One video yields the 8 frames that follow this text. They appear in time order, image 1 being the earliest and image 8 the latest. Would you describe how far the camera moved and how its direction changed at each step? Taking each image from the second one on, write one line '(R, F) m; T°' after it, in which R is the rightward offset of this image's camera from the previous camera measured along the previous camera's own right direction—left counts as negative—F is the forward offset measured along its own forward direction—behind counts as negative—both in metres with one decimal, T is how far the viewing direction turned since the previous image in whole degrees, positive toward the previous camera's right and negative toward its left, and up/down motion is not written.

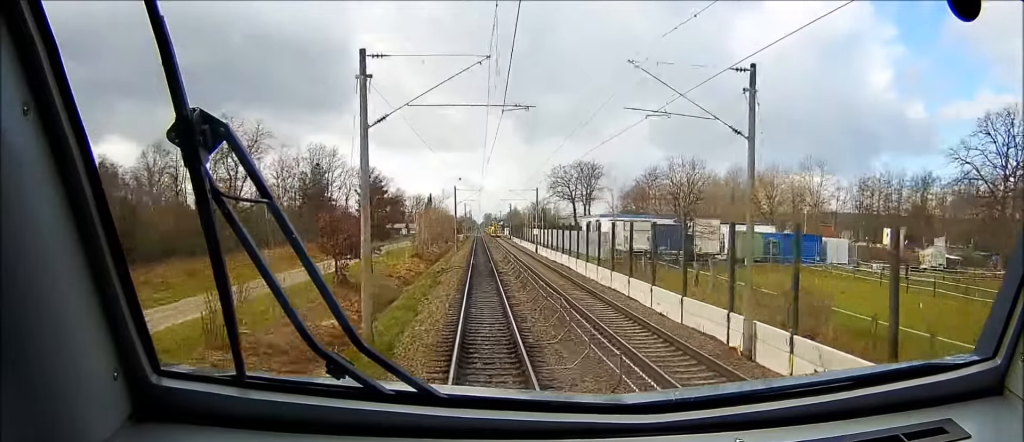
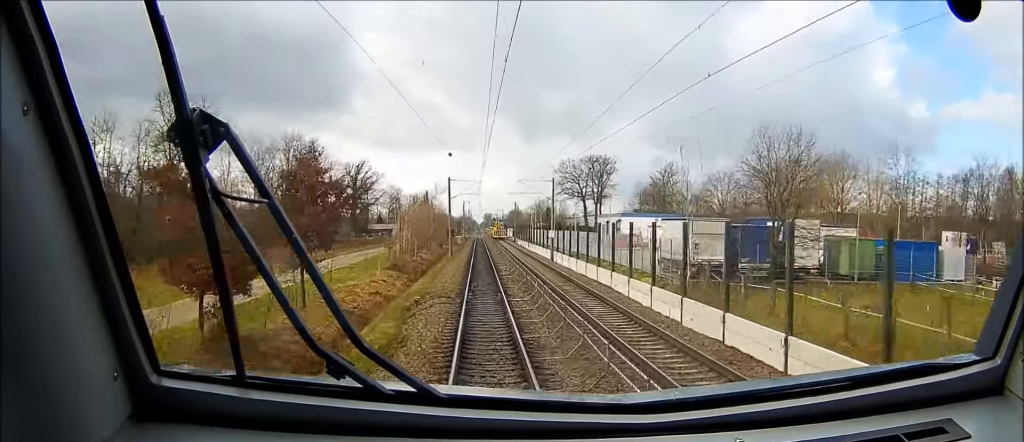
(0.0, +20.0) m; +1°
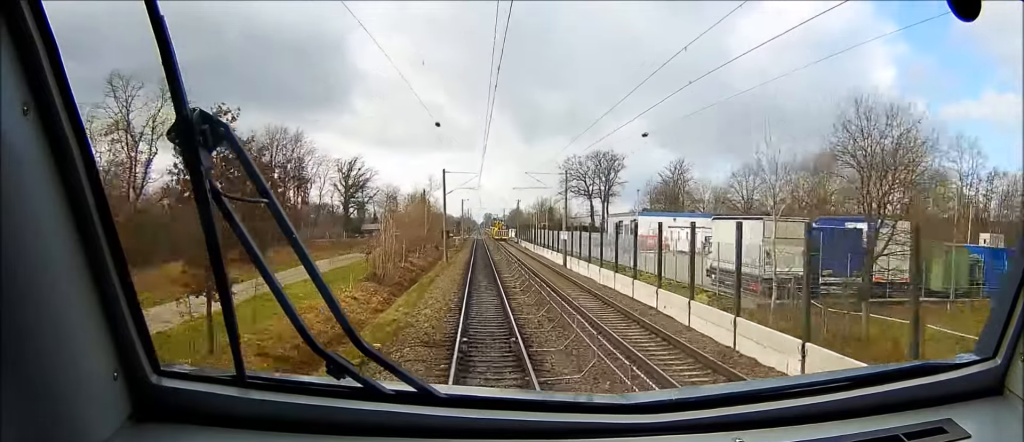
(-0.1, +11.4) m; 0°
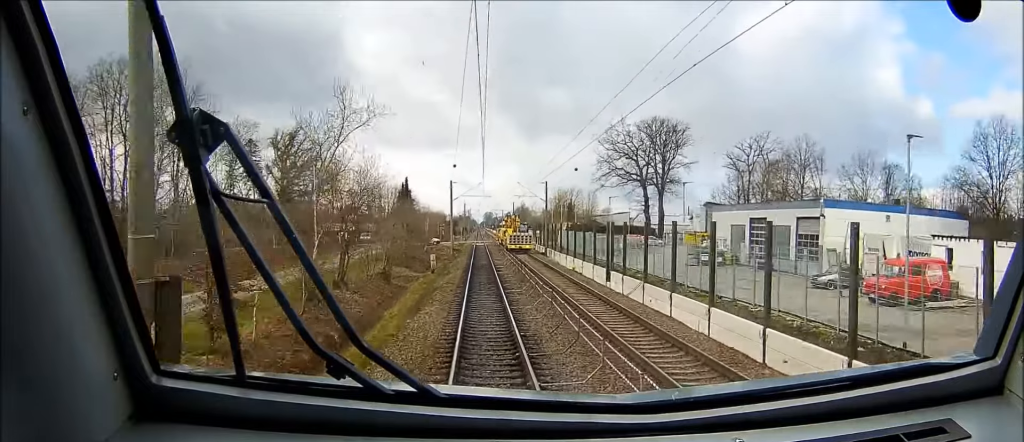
(+1.0, +58.8) m; +1°
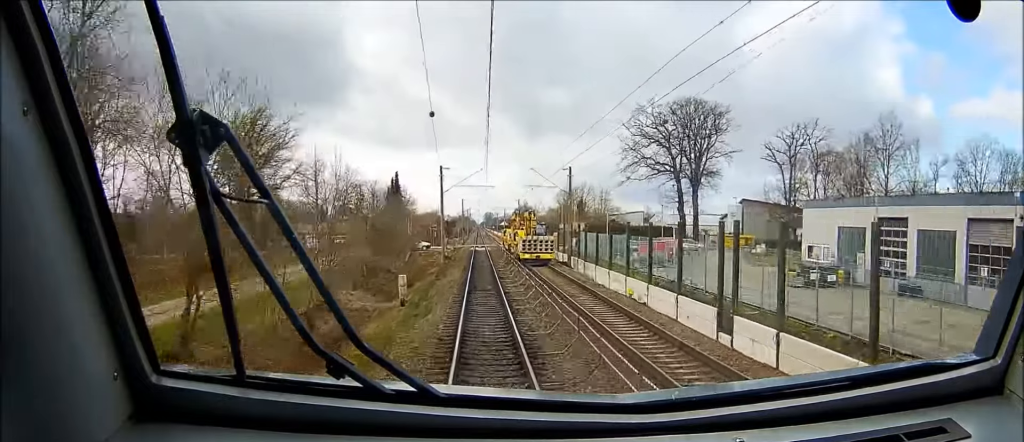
(-0.2, +20.8) m; 0°
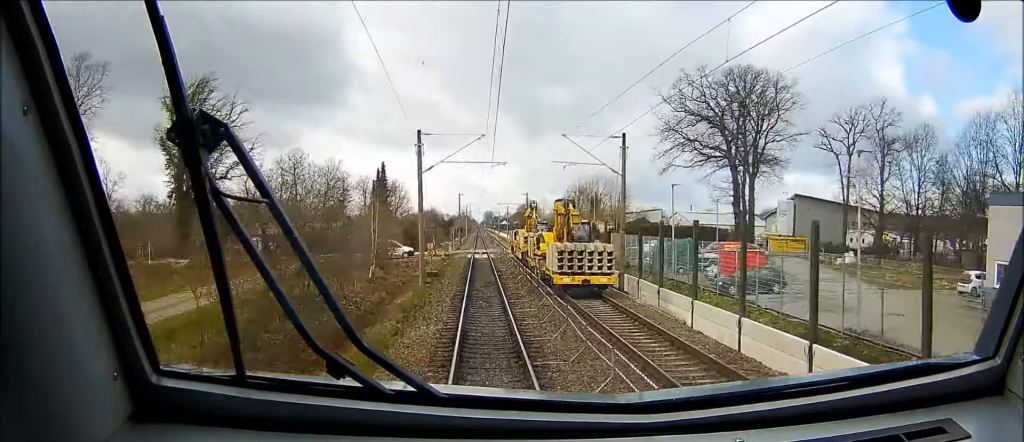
(+0.1, +22.7) m; 0°
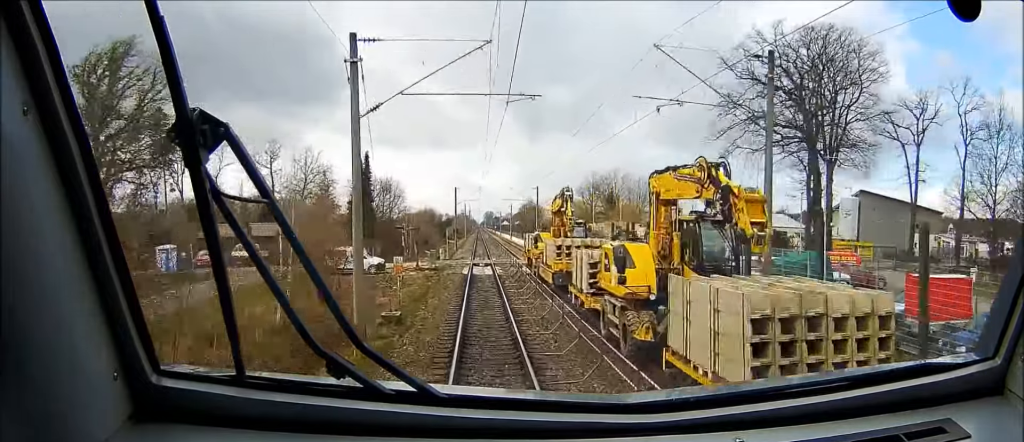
(0.0, +20.8) m; 0°
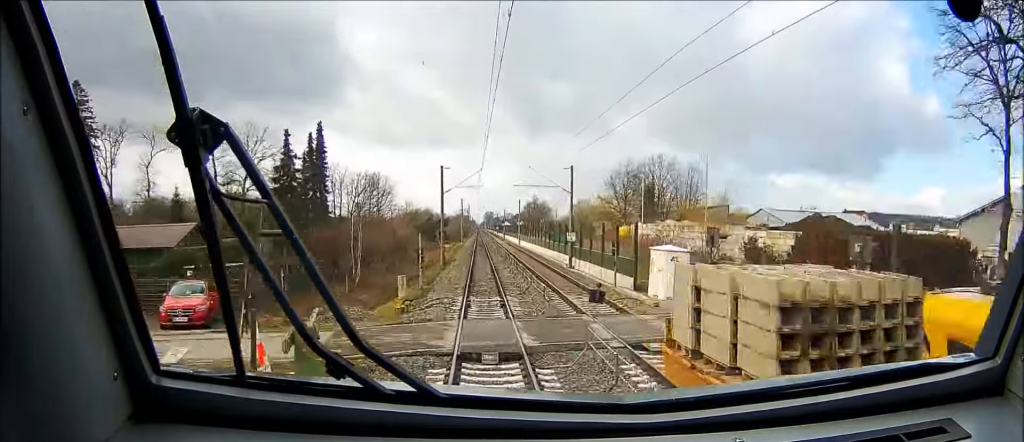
(-0.1, +34.8) m; 0°
